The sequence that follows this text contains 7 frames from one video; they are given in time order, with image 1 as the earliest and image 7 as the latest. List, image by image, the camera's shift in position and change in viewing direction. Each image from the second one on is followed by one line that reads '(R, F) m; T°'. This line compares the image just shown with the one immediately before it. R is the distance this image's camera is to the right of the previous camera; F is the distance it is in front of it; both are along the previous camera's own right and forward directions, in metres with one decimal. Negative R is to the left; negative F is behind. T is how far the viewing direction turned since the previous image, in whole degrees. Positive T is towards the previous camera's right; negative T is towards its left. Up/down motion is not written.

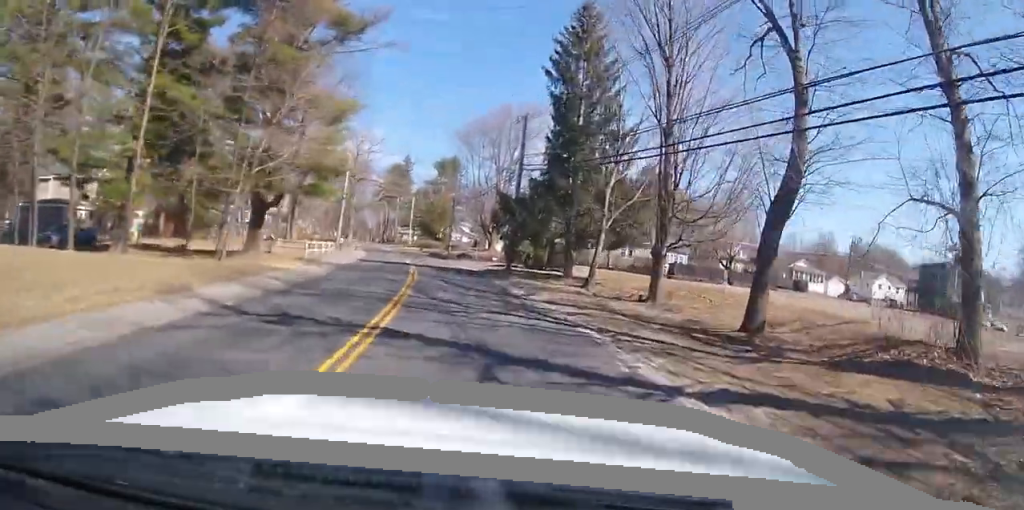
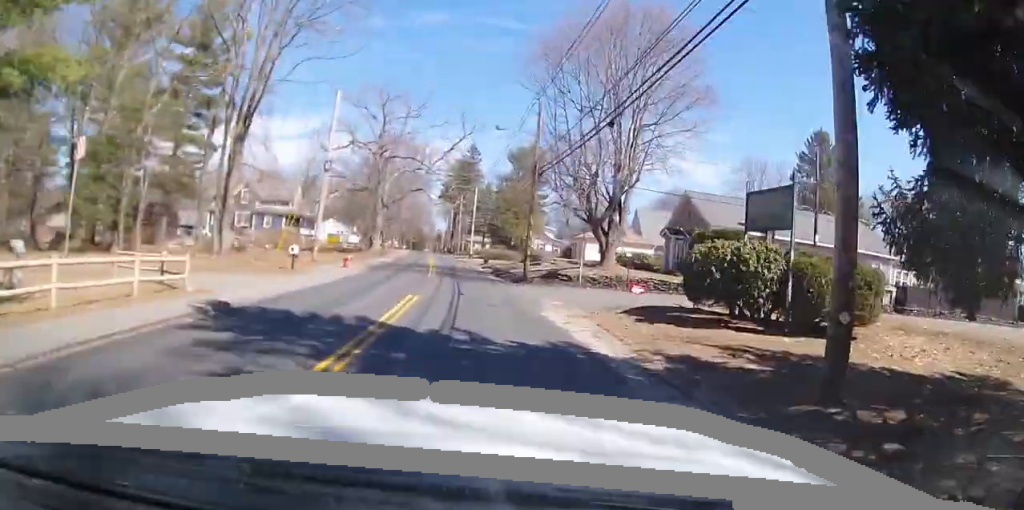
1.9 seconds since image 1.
(-1.5, +29.1) m; -8°
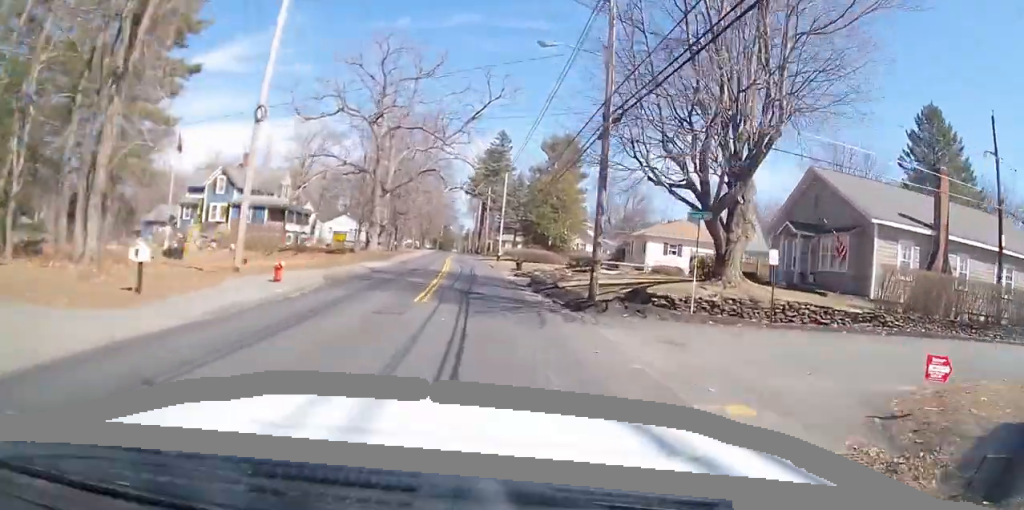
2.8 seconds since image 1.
(-0.6, +13.7) m; -5°
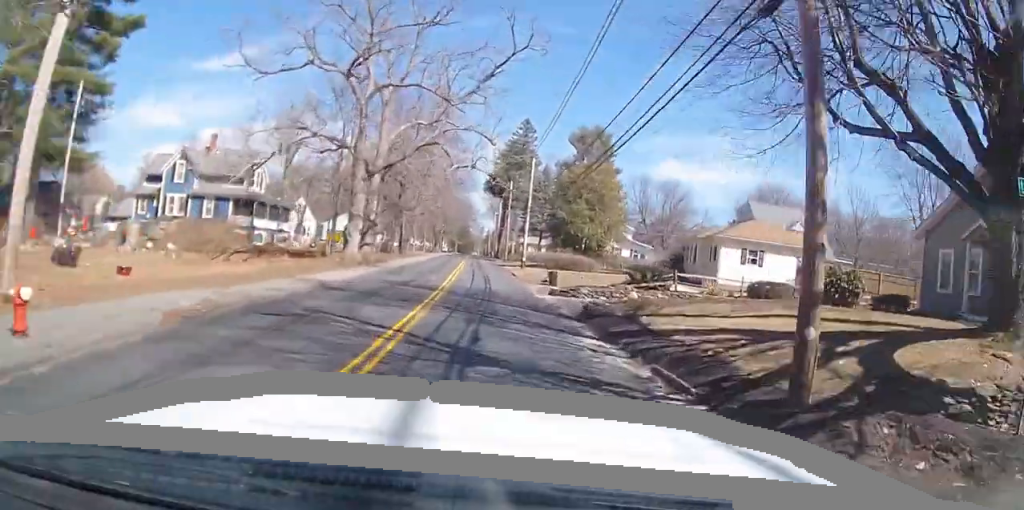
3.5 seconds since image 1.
(-0.5, +12.0) m; -1°
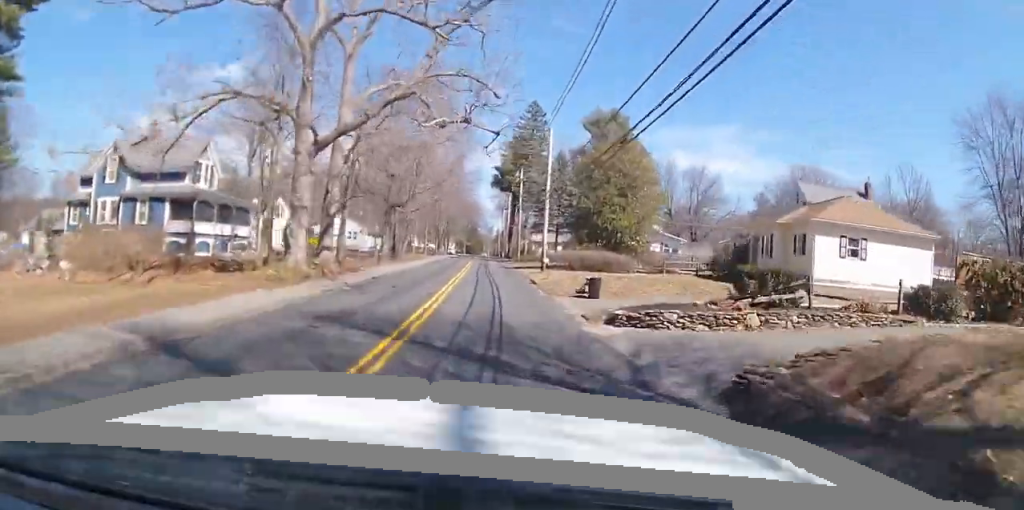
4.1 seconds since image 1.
(0.0, +10.4) m; -1°
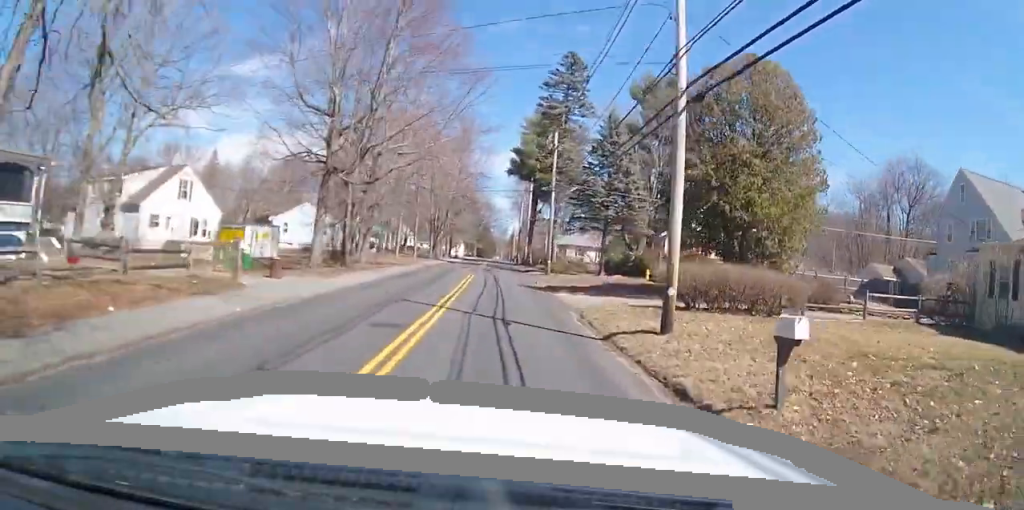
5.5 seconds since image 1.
(-0.2, +23.1) m; -2°
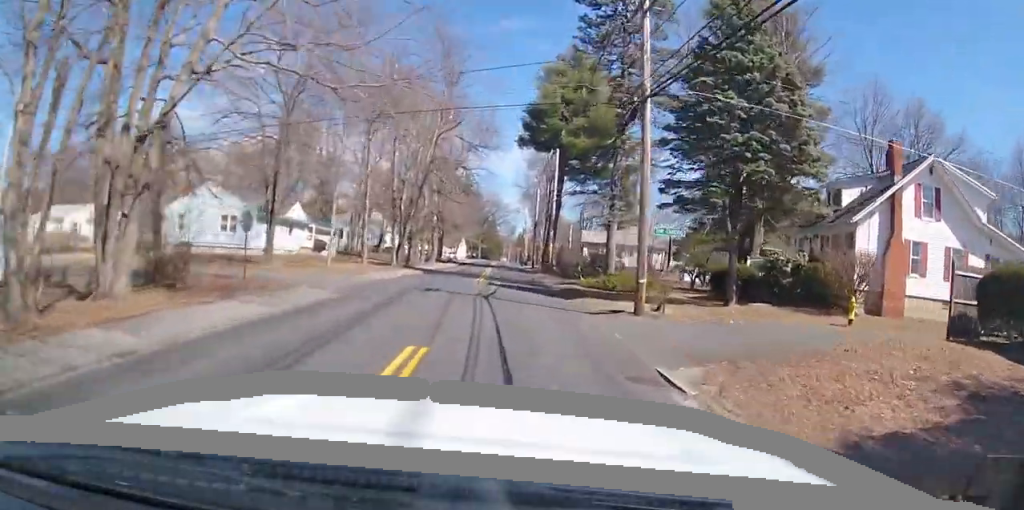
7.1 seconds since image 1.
(-0.5, +26.3) m; -2°
